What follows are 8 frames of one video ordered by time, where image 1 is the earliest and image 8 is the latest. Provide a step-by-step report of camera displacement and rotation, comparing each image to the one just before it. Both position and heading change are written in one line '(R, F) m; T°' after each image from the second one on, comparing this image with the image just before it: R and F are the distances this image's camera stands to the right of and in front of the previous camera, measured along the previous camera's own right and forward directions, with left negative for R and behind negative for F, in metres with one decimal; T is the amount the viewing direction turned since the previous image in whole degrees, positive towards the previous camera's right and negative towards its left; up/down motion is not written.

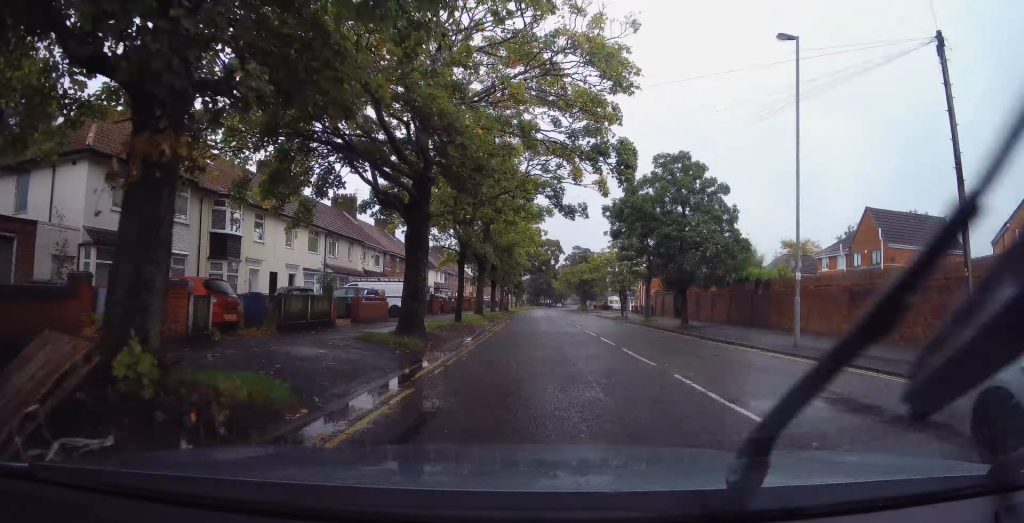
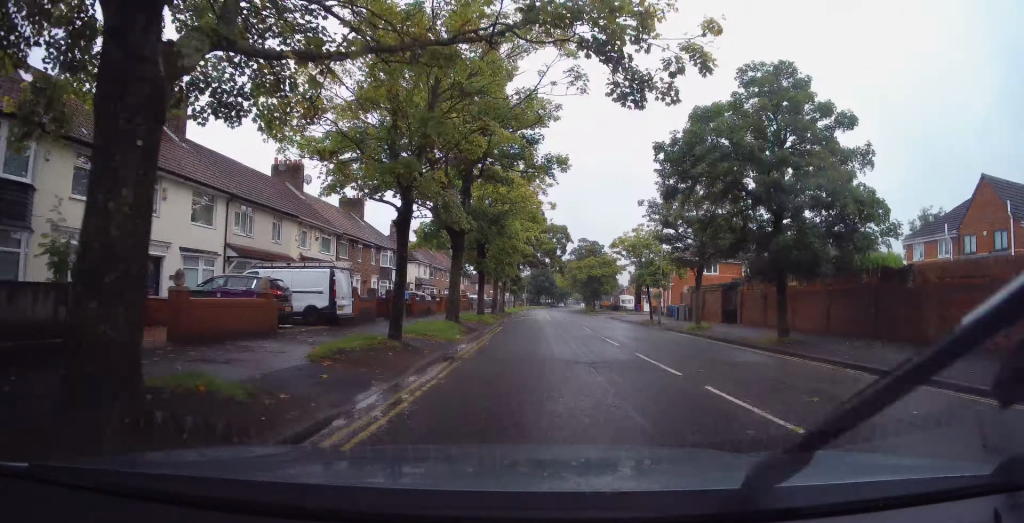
(0.0, +11.2) m; 0°
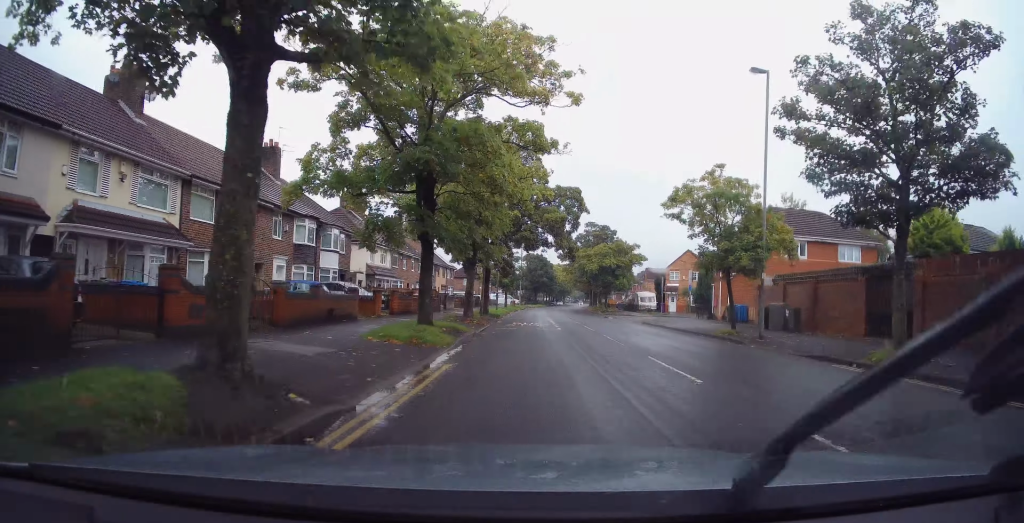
(+0.1, +15.3) m; +1°
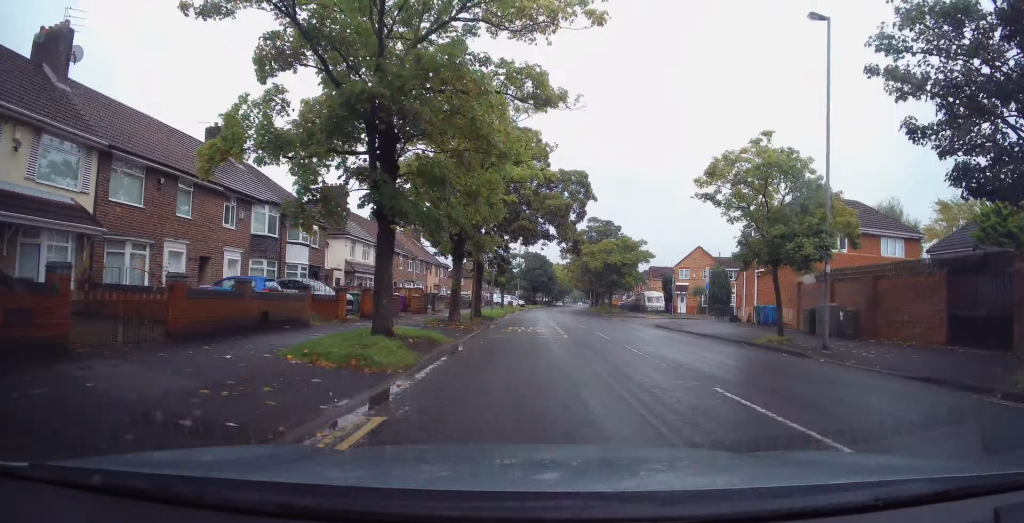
(+0.1, +4.3) m; 0°
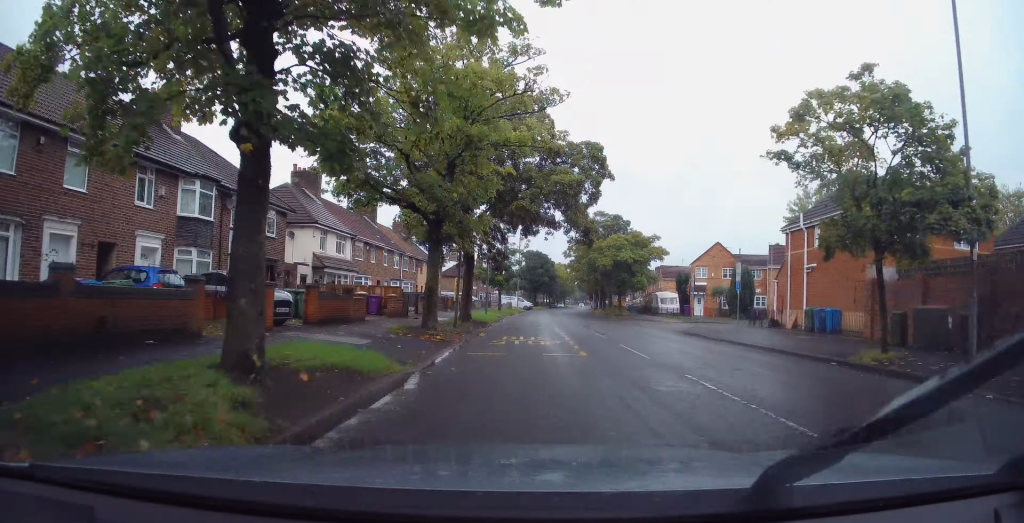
(0.0, +5.6) m; -1°
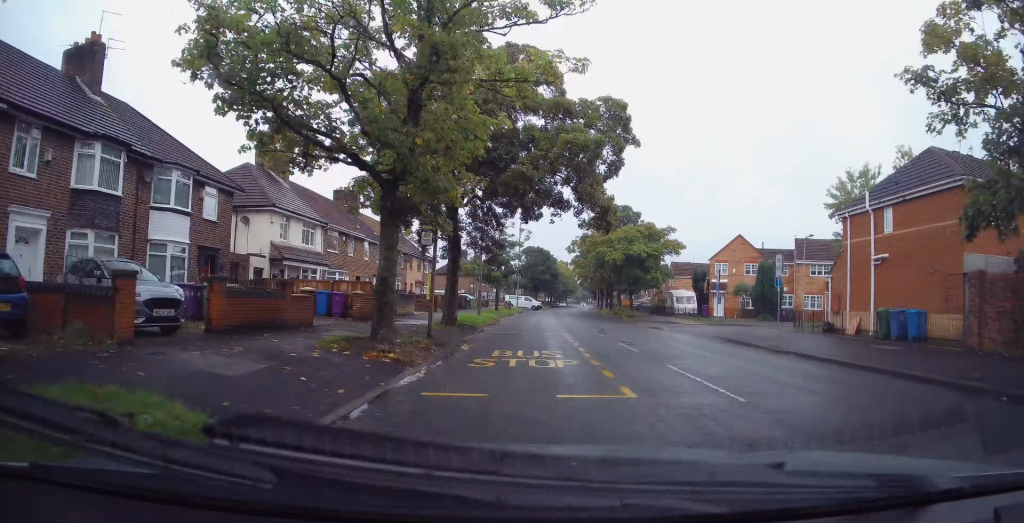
(-0.1, +5.3) m; -1°
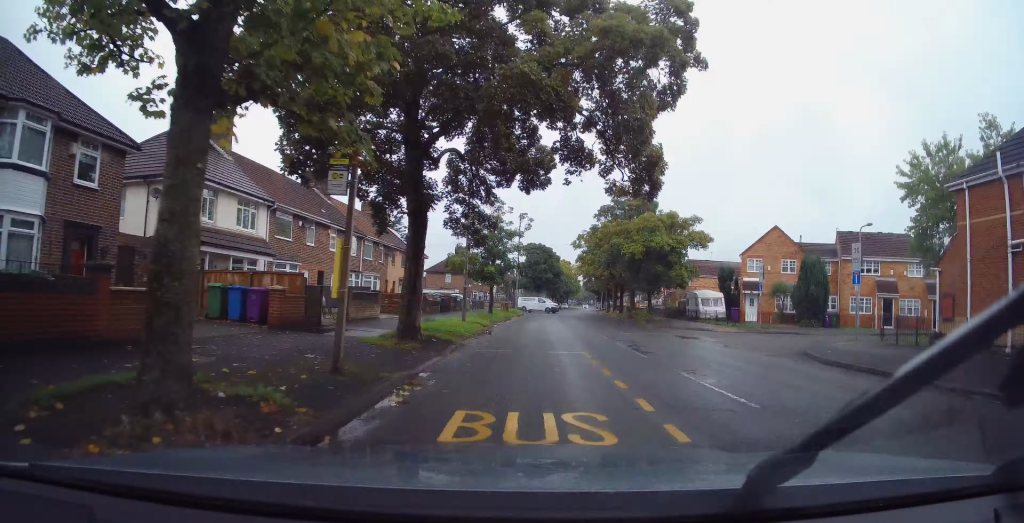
(-0.1, +7.1) m; 0°
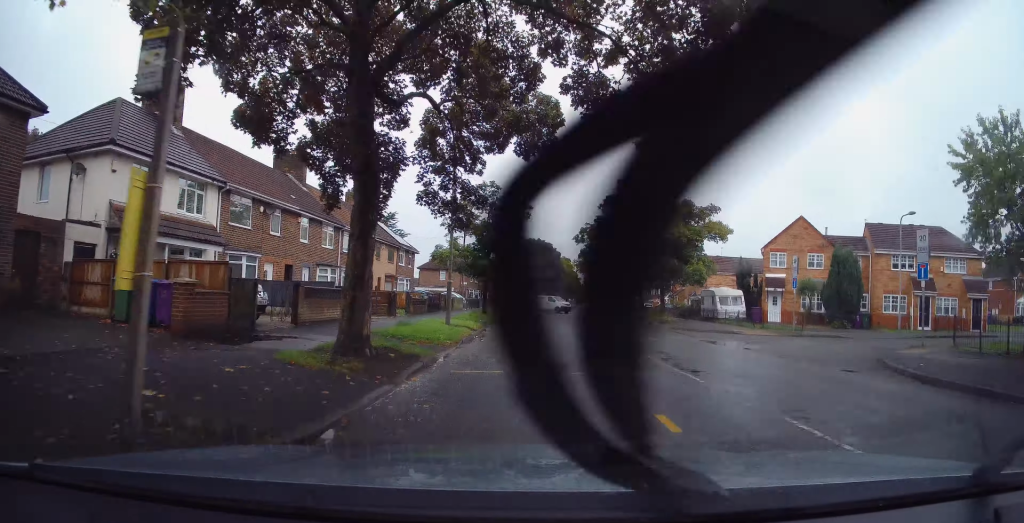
(-0.1, +4.2) m; 0°
